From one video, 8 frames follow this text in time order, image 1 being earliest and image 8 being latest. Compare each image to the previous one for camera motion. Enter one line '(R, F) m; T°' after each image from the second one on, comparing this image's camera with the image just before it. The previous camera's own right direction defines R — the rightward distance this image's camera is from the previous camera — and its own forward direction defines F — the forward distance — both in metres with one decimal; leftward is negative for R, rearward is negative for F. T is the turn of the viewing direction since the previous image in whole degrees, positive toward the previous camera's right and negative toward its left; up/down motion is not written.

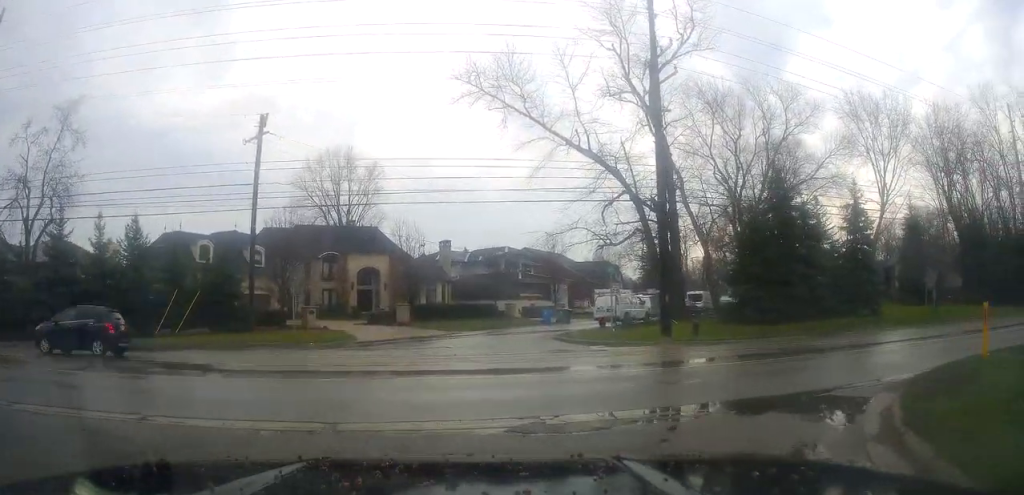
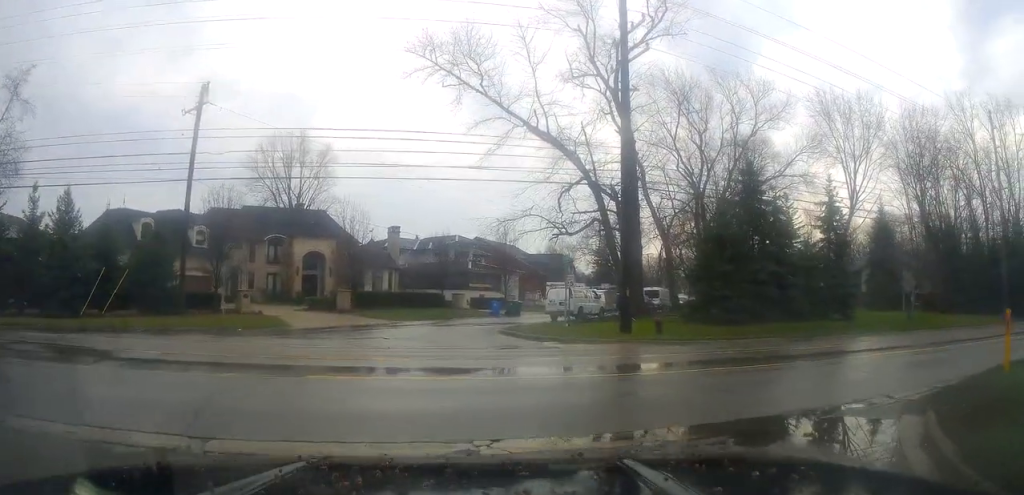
(0.0, +3.0) m; +5°
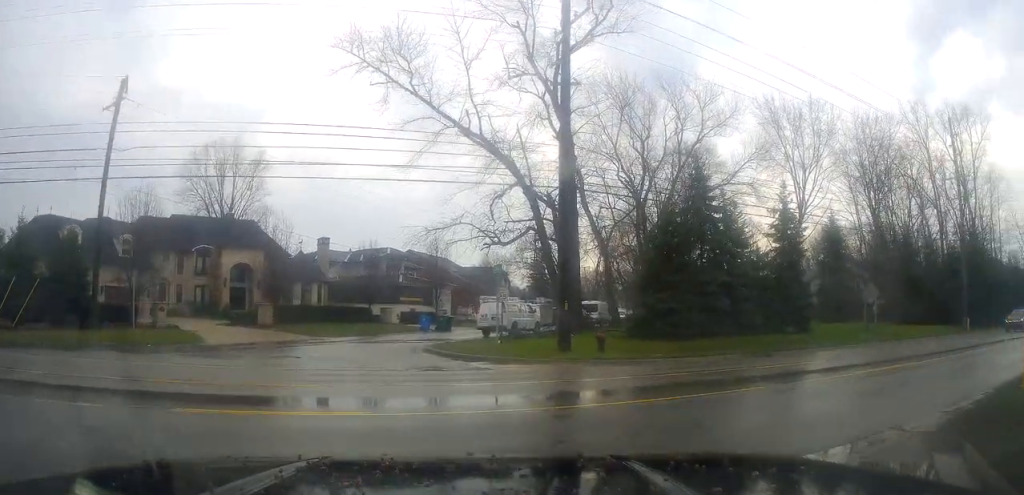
(+0.3, +3.0) m; +7°
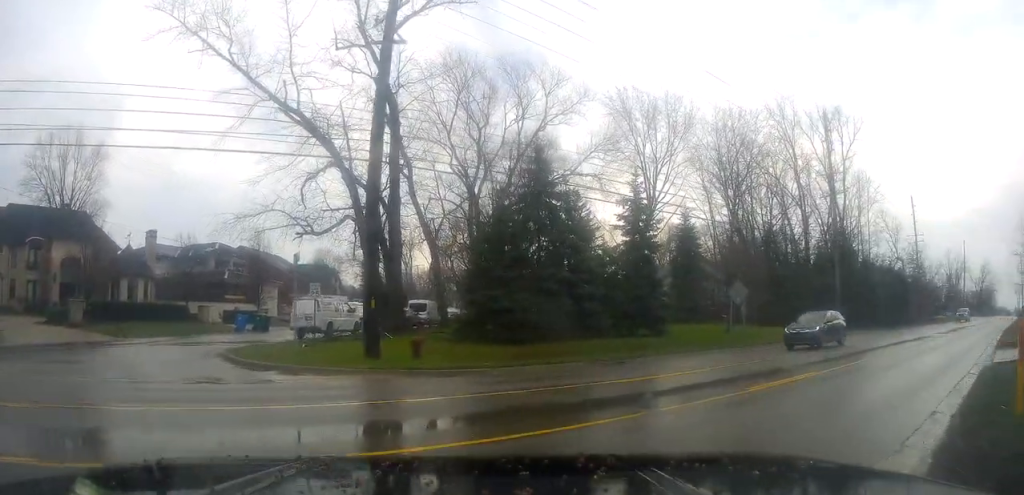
(+0.3, +4.2) m; +16°
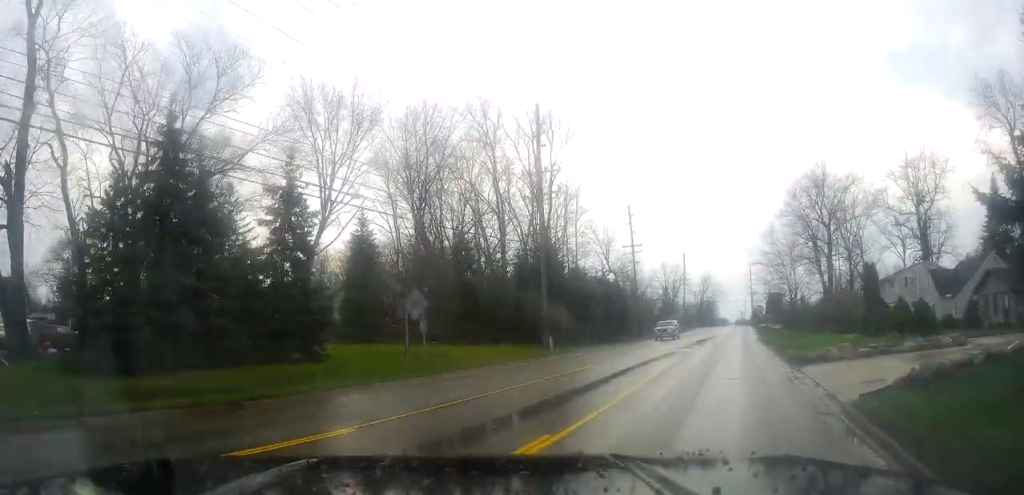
(+1.3, +6.3) m; +21°
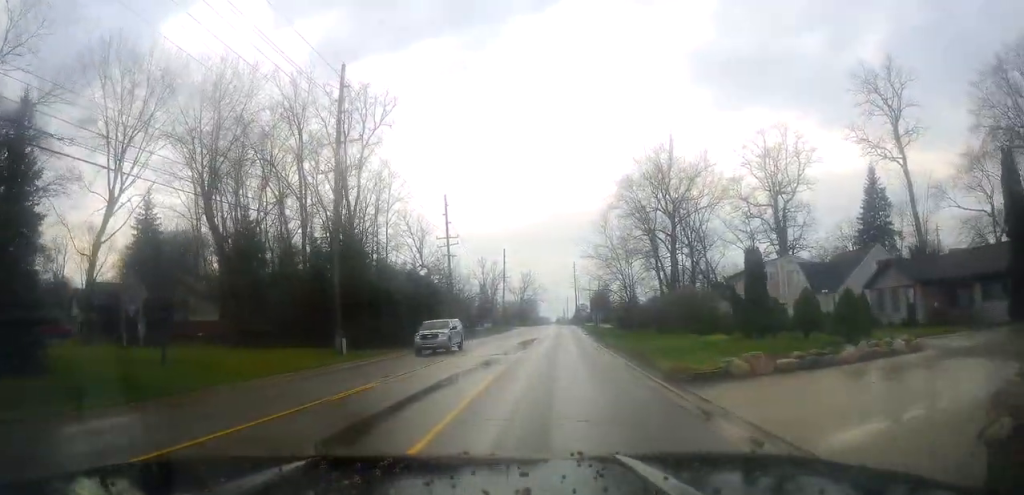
(+0.4, +6.6) m; +14°
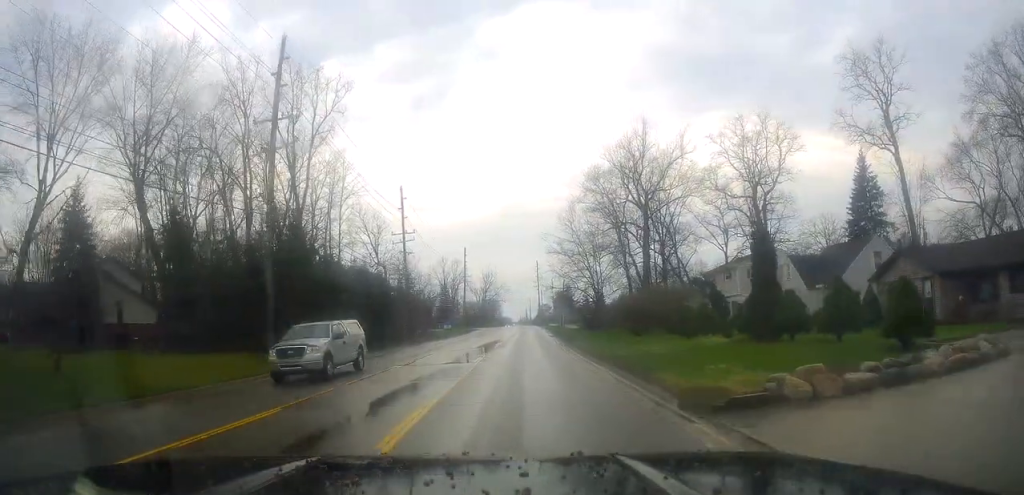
(+0.6, +4.6) m; +5°
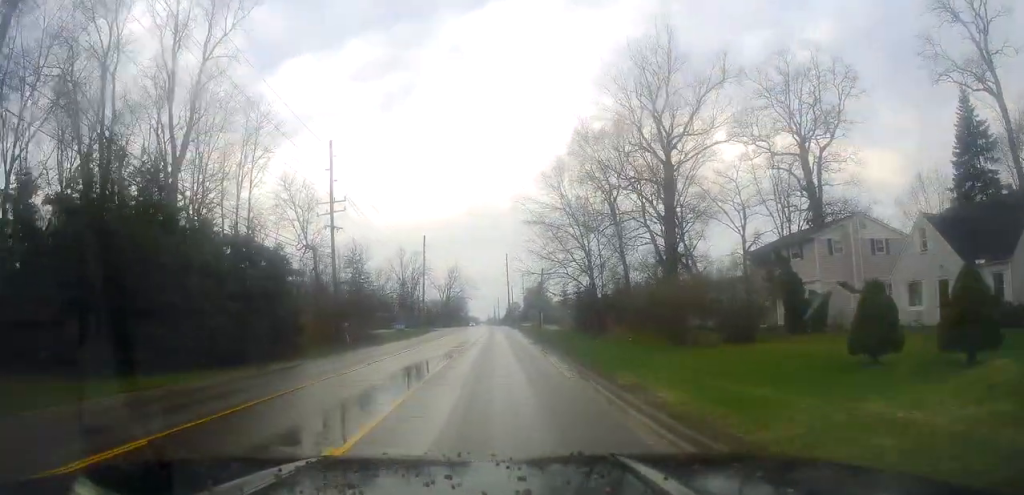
(+1.3, +17.9) m; +3°
